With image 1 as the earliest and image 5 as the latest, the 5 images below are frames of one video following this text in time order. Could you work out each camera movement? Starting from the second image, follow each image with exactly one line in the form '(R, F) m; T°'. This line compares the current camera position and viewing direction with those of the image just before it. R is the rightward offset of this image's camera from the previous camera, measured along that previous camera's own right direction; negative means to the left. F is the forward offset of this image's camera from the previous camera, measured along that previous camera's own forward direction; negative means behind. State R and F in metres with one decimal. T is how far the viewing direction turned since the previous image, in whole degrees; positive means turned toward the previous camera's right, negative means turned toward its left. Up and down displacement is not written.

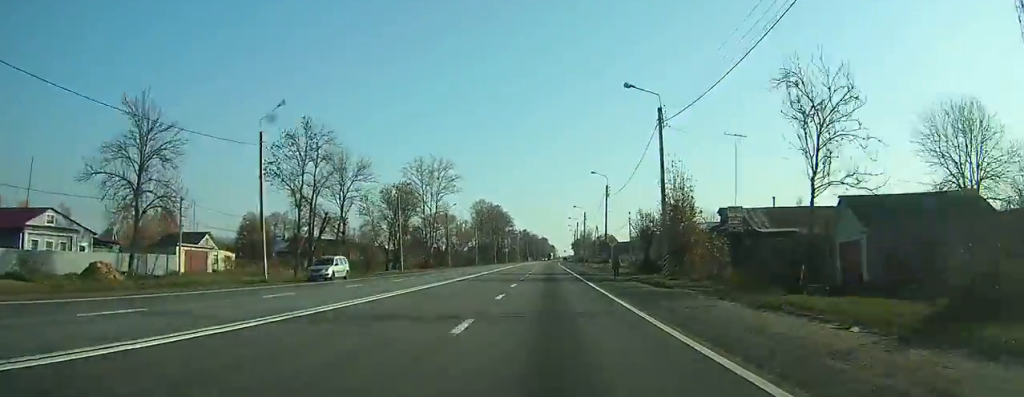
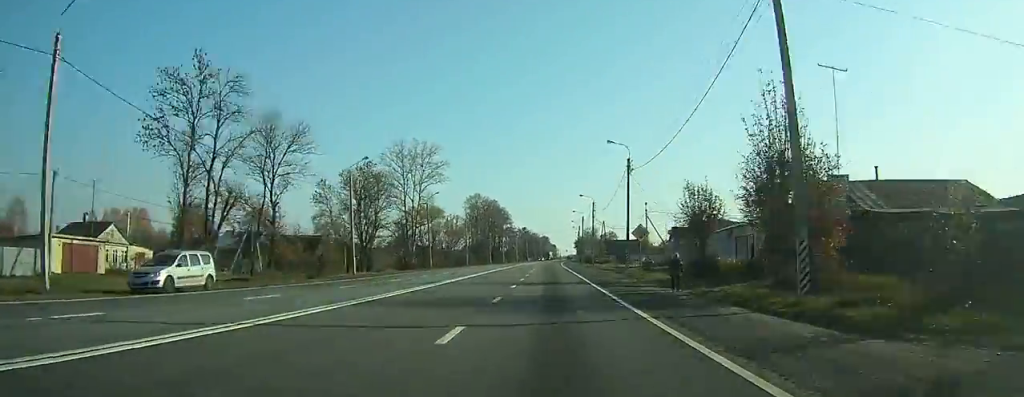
(0.0, +19.5) m; 0°
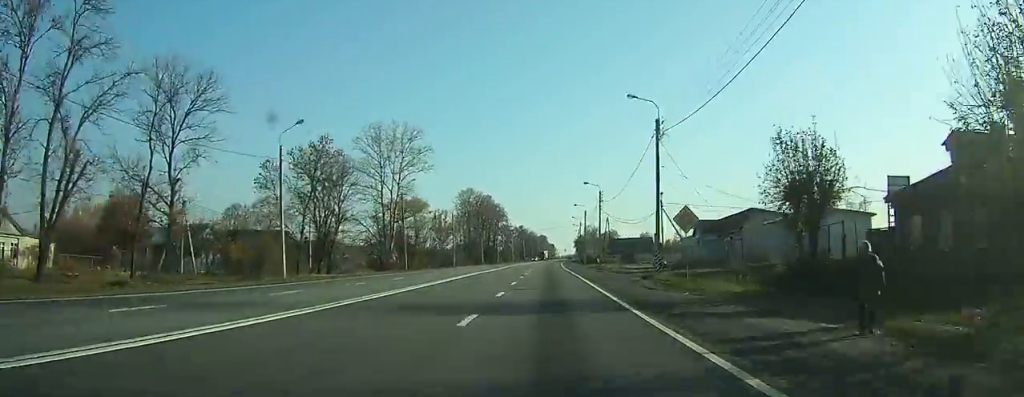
(0.0, +15.7) m; 0°
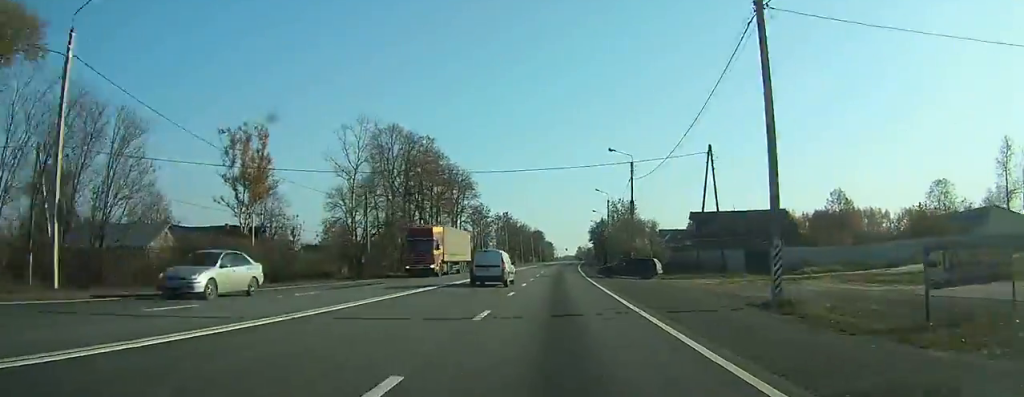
(+0.2, +86.6) m; +1°
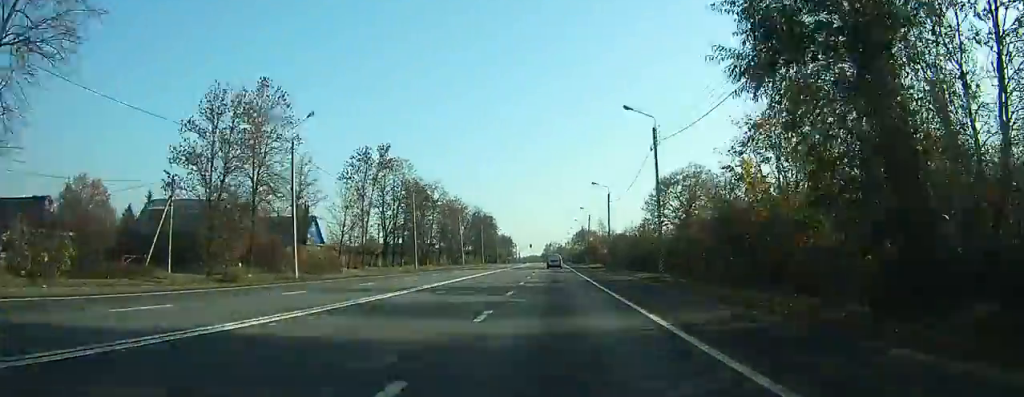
(+3.5, +108.6) m; +3°
